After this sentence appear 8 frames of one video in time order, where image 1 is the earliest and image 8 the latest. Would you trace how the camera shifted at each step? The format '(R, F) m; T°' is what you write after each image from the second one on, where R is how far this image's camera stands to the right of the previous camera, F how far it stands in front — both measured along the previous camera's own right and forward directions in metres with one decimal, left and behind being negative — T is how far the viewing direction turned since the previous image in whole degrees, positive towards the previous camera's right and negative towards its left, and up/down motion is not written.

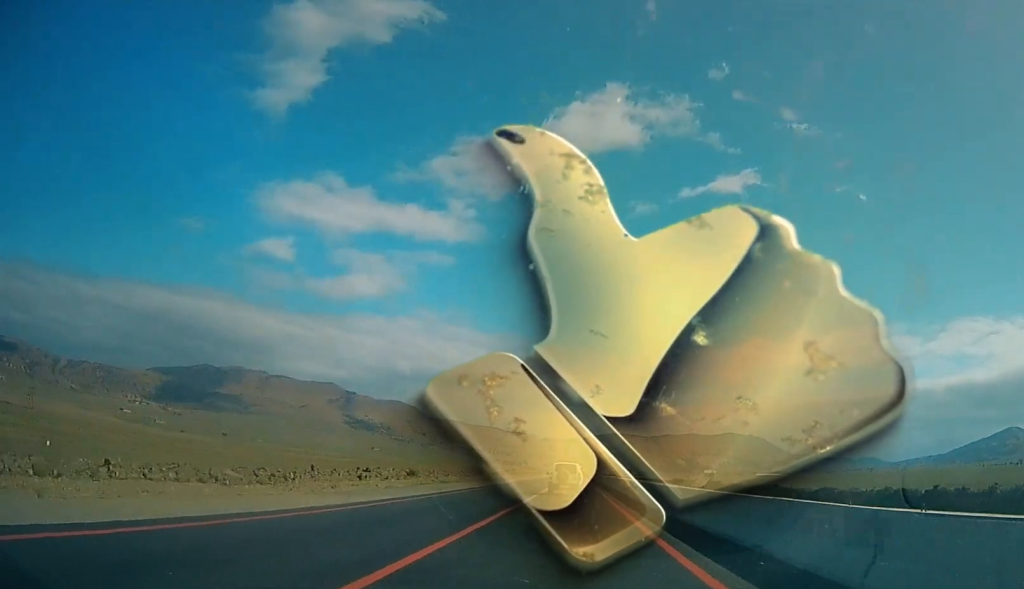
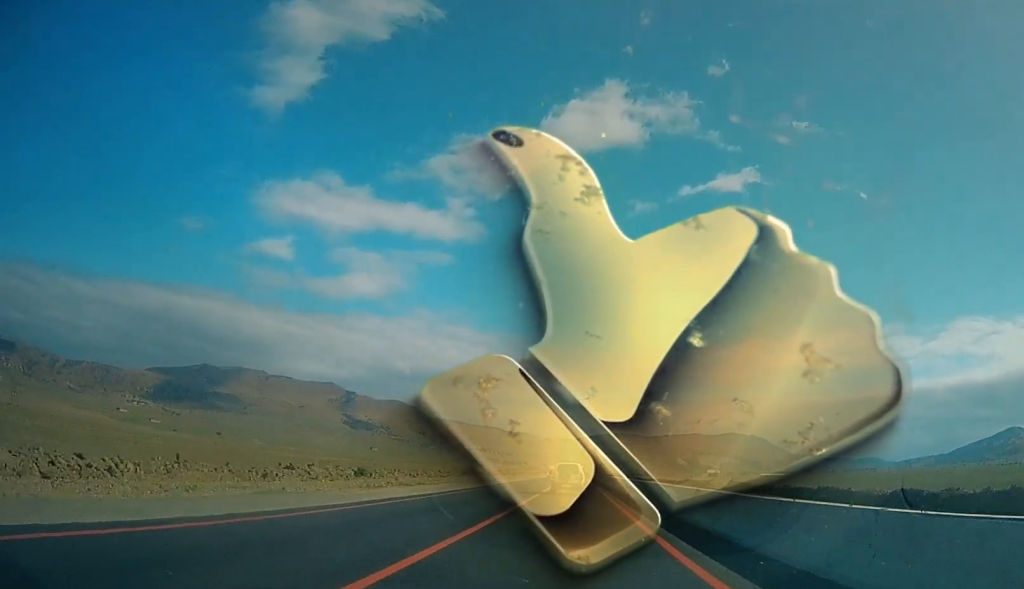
(+0.5, +13.5) m; +3°
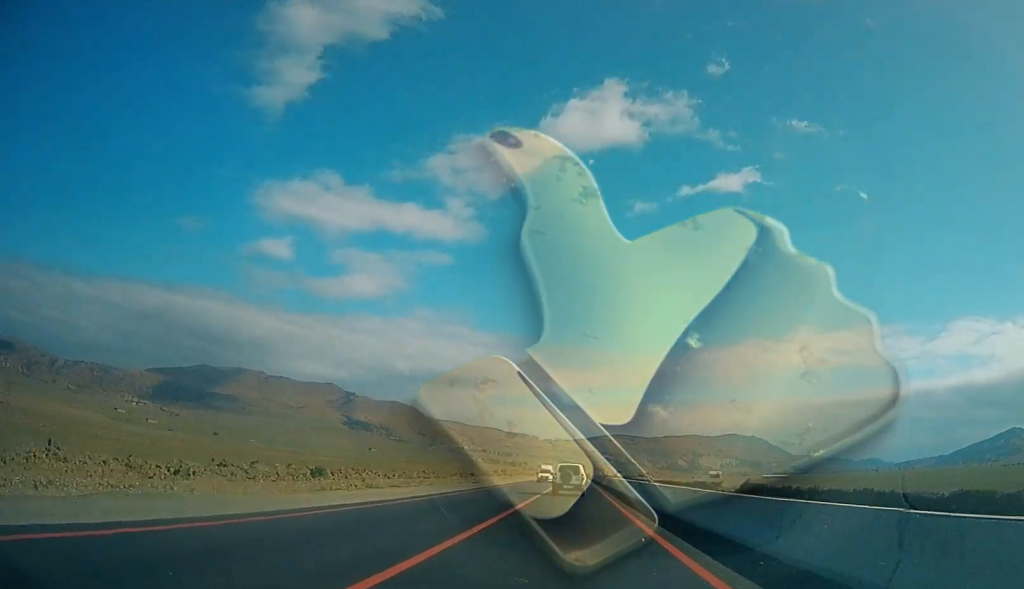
(+0.5, +7.3) m; +1°
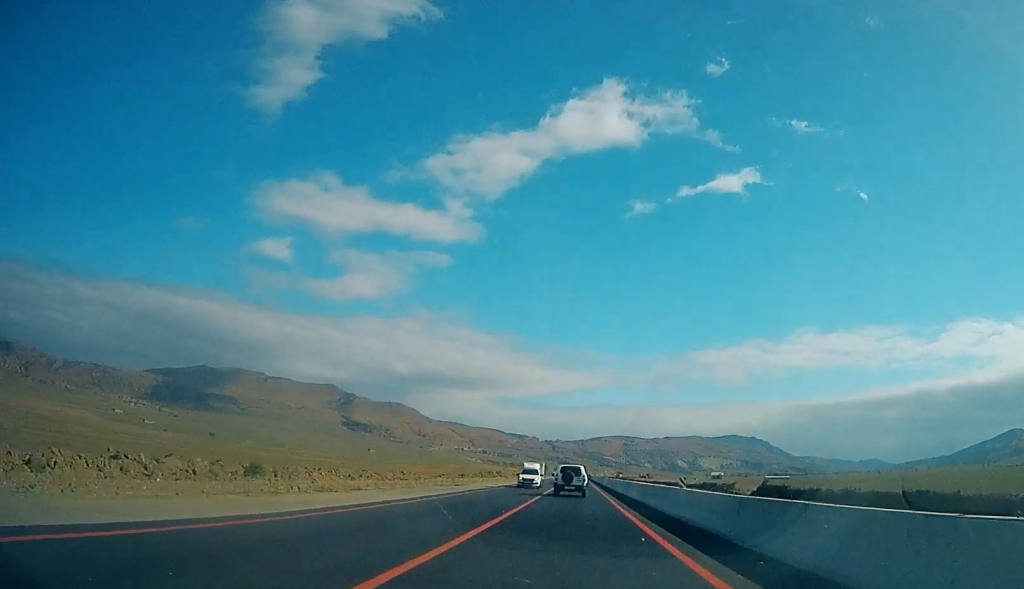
(-0.1, +7.5) m; -1°
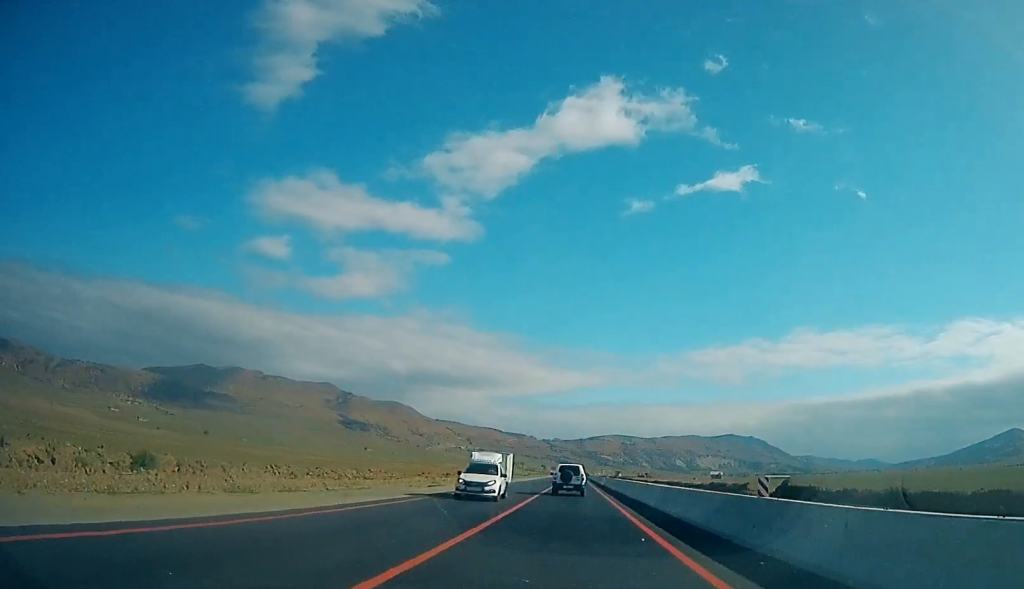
(-0.3, +8.2) m; -1°
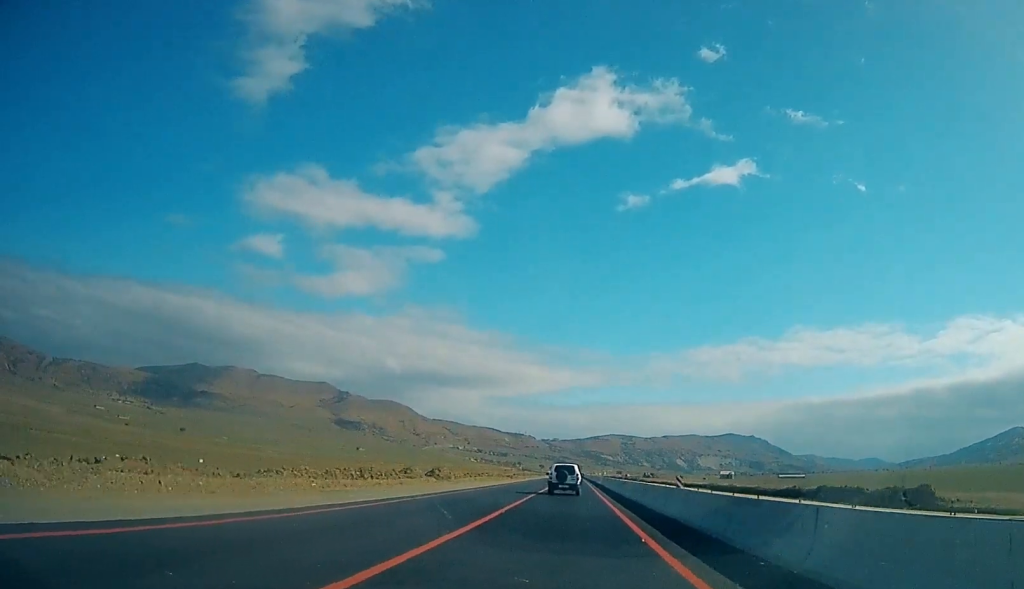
(-0.5, +44.3) m; -1°
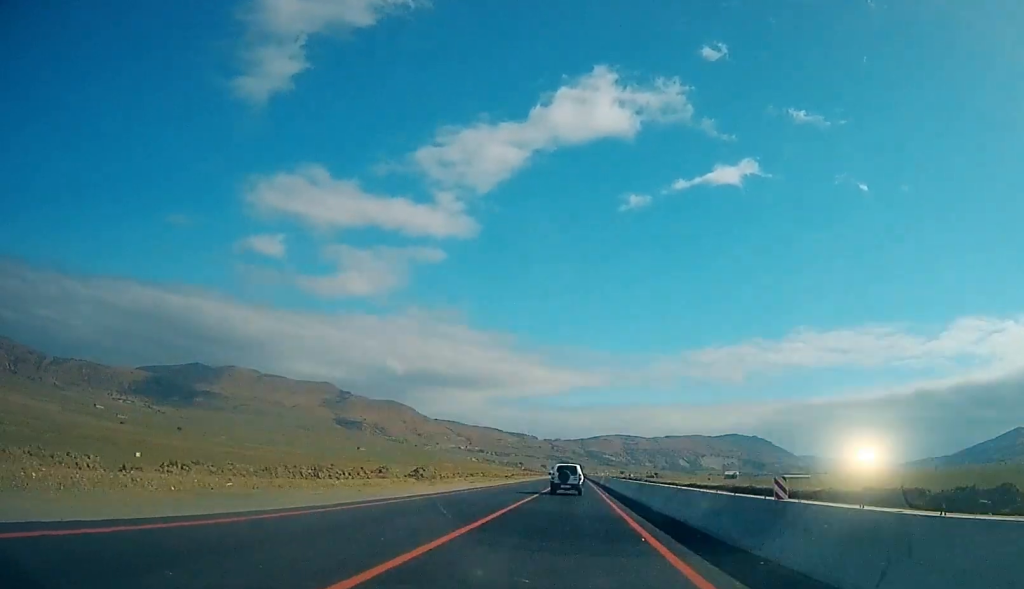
(0.0, +8.6) m; 0°
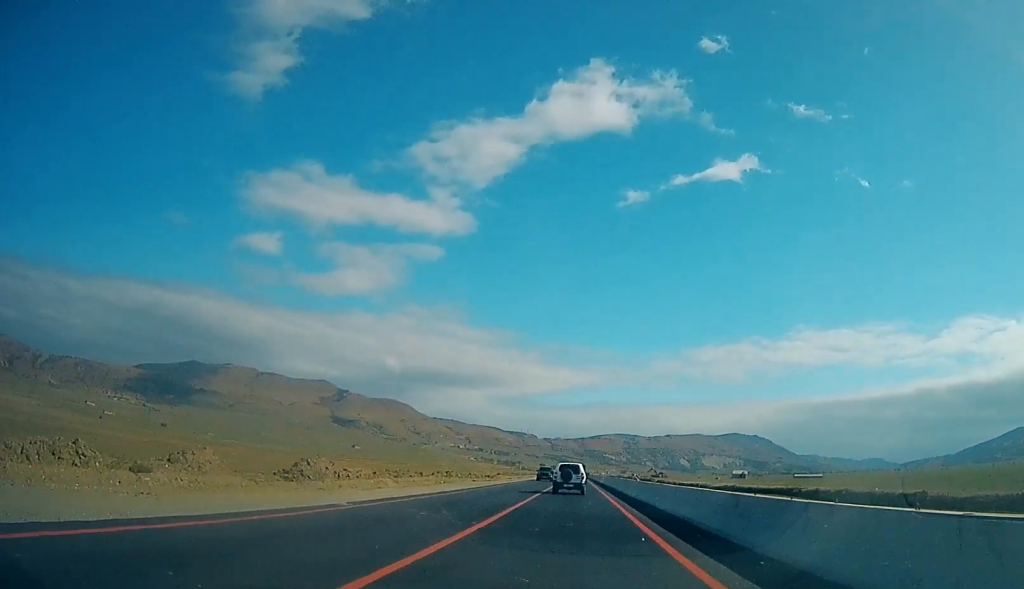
(0.0, +28.6) m; 0°
